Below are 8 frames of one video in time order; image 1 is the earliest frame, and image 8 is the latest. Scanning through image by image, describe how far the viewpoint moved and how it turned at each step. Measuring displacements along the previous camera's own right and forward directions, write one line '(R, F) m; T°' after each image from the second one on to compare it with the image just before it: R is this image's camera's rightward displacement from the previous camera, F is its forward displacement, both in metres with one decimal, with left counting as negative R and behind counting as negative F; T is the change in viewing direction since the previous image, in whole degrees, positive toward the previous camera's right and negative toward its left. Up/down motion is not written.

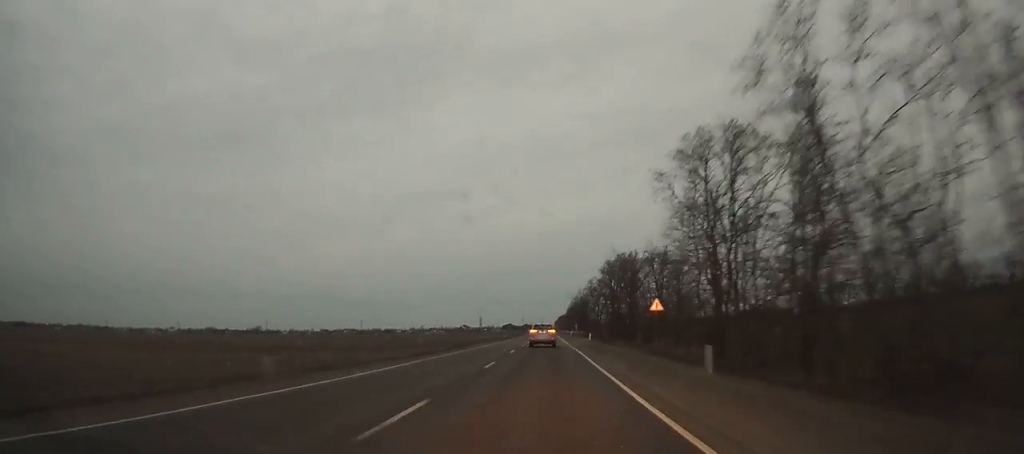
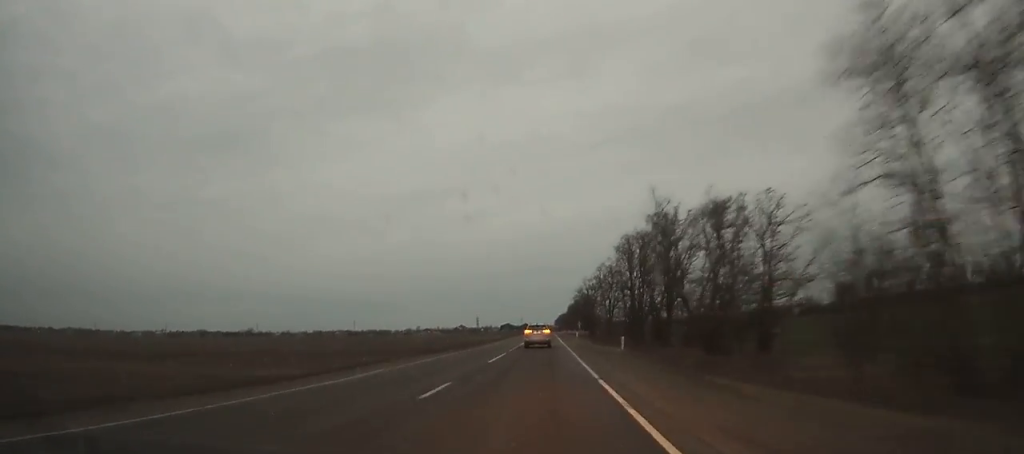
(+0.2, +31.4) m; 0°
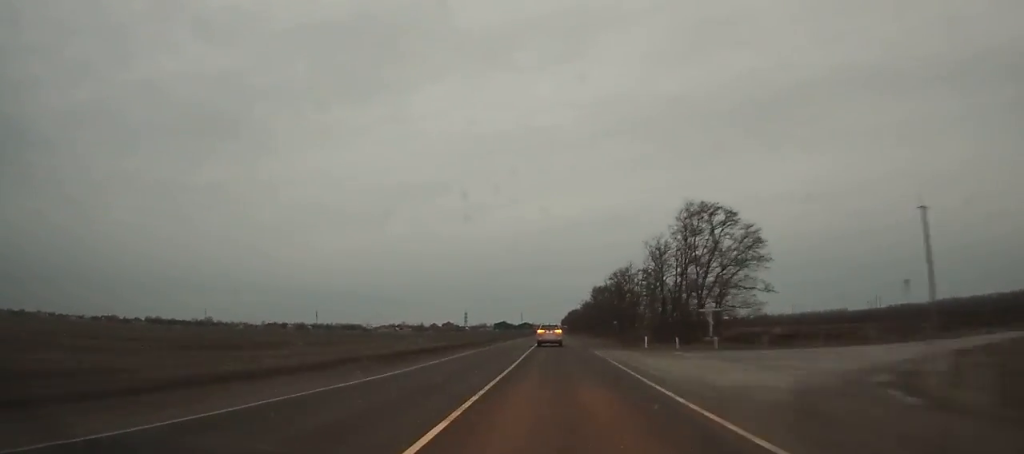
(-1.0, +161.0) m; 0°
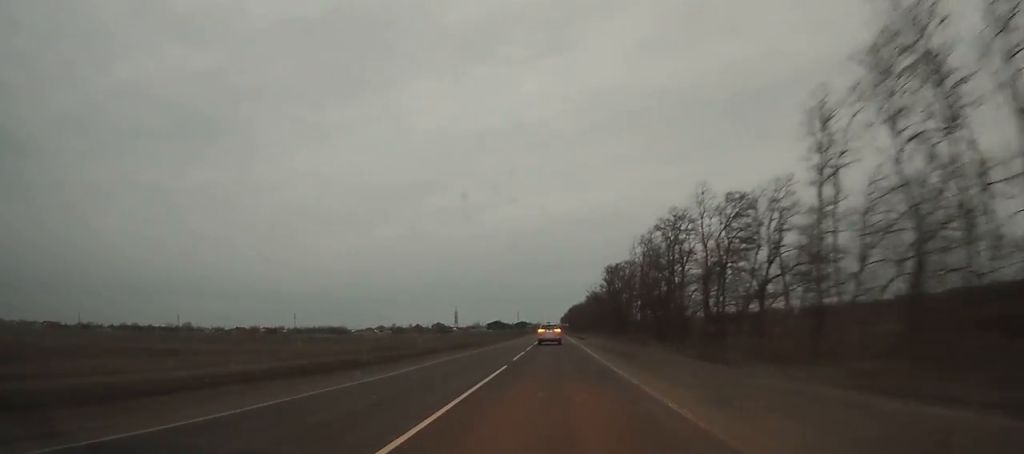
(+0.3, +59.9) m; 0°
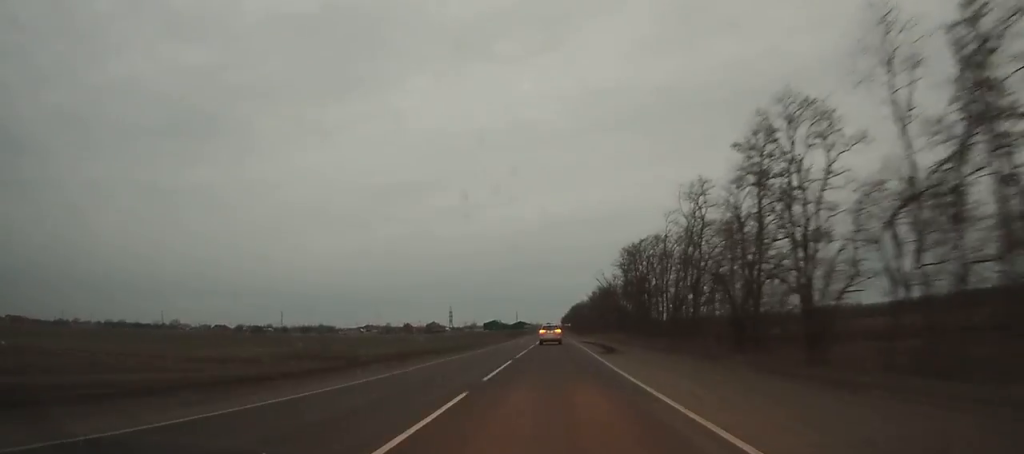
(-0.1, +34.3) m; 0°
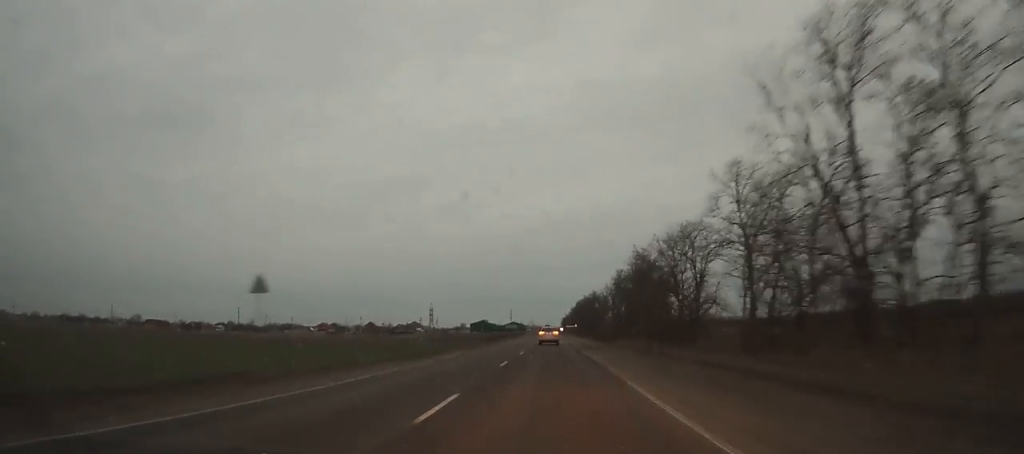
(-0.1, +91.0) m; 0°
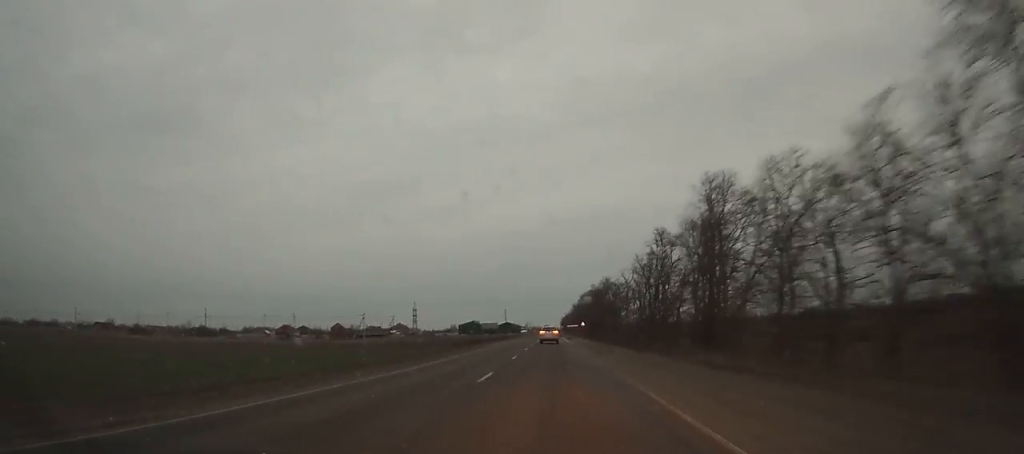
(0.0, +54.6) m; 0°
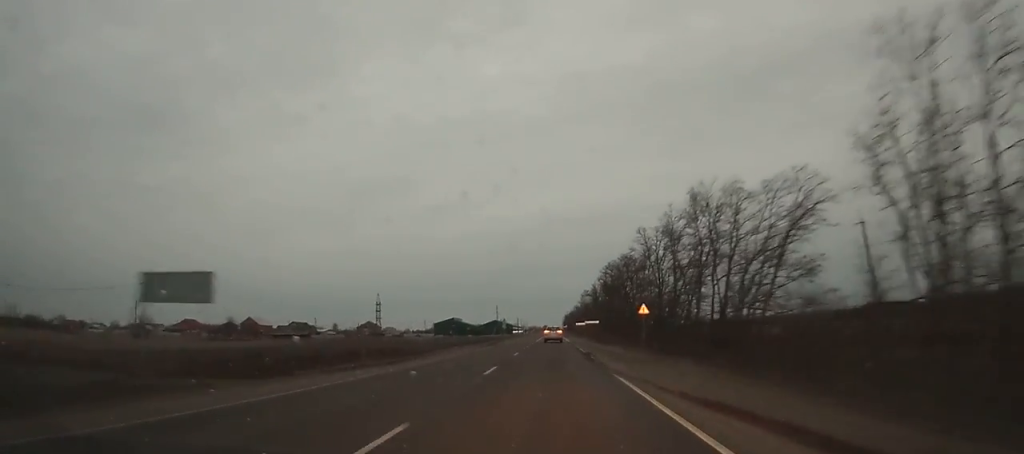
(-0.1, +94.1) m; 0°
